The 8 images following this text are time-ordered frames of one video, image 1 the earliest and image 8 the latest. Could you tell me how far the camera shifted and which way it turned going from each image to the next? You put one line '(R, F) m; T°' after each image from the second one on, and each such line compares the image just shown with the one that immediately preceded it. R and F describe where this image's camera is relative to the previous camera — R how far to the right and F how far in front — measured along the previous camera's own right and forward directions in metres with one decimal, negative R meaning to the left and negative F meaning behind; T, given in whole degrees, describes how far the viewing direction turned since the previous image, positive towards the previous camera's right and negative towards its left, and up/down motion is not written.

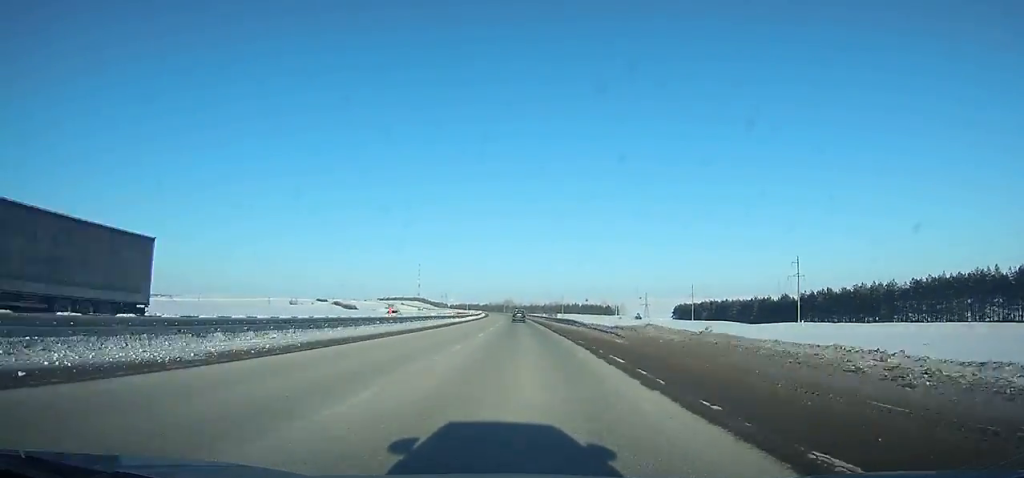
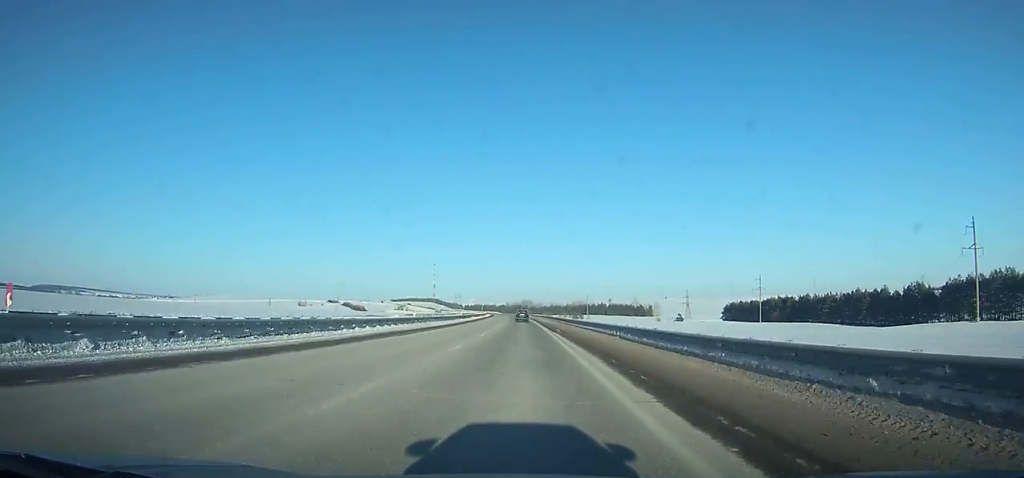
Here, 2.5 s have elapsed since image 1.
(-0.6, +66.2) m; -1°
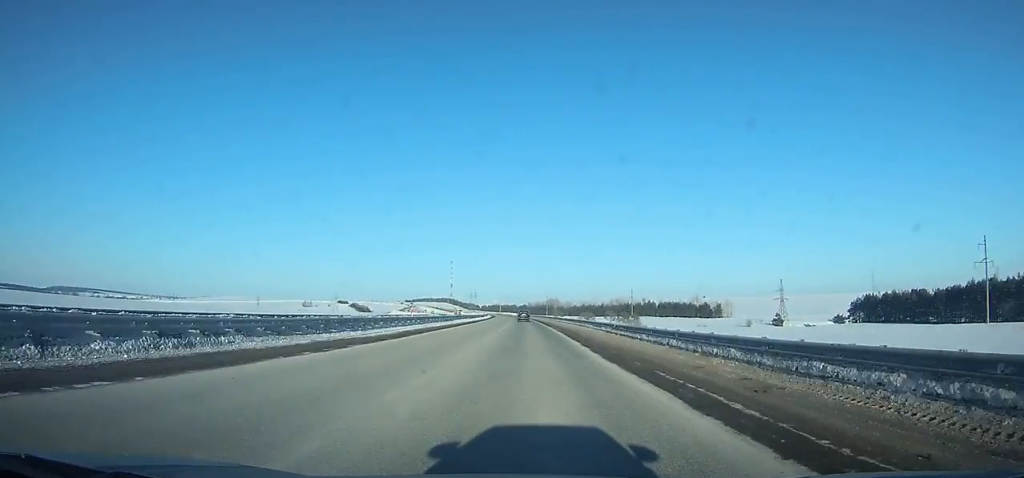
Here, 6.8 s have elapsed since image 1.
(-2.7, +111.9) m; -2°
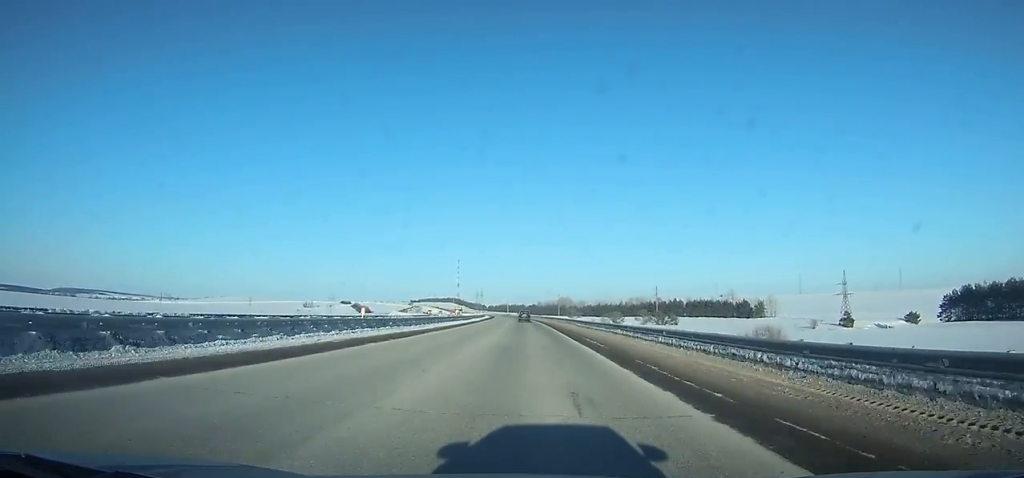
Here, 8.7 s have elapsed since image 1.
(-0.4, +51.2) m; -1°
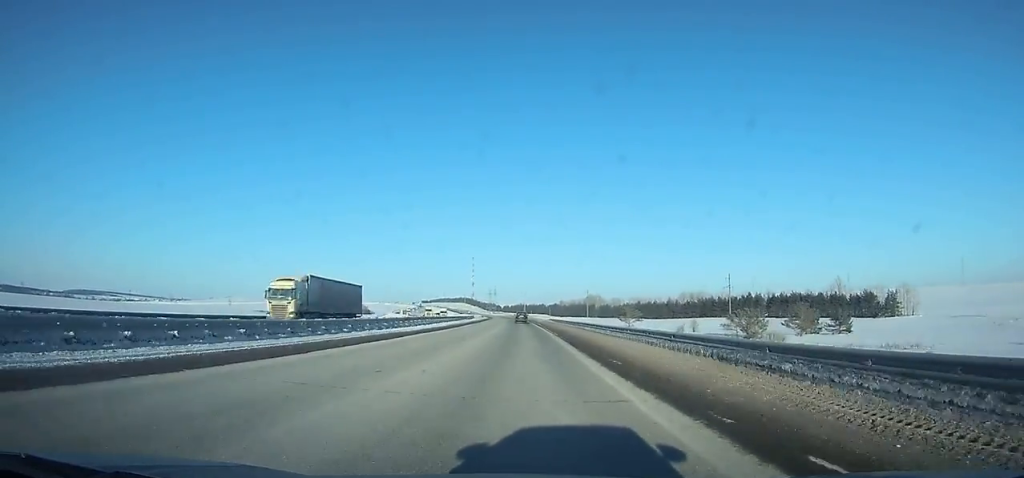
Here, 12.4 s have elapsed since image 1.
(-1.6, +103.0) m; -2°
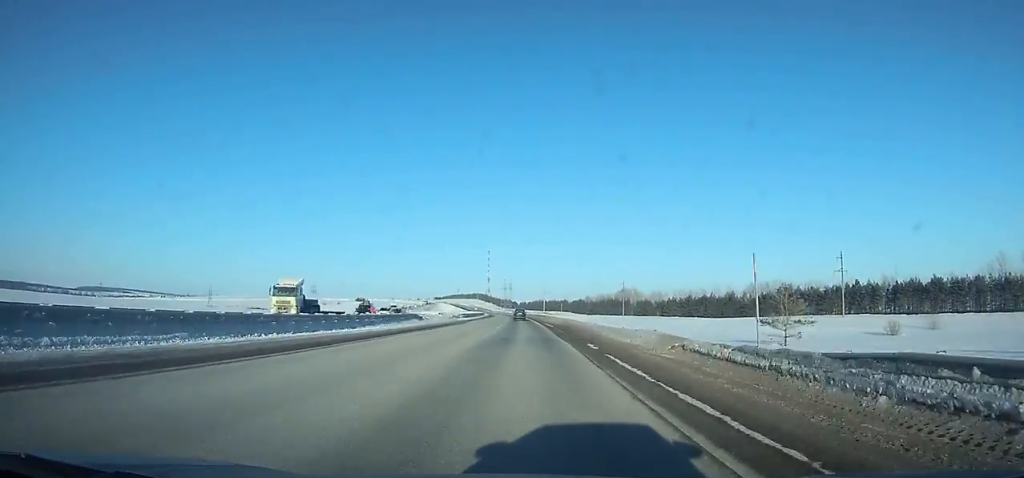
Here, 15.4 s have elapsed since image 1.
(-1.3, +84.8) m; -2°
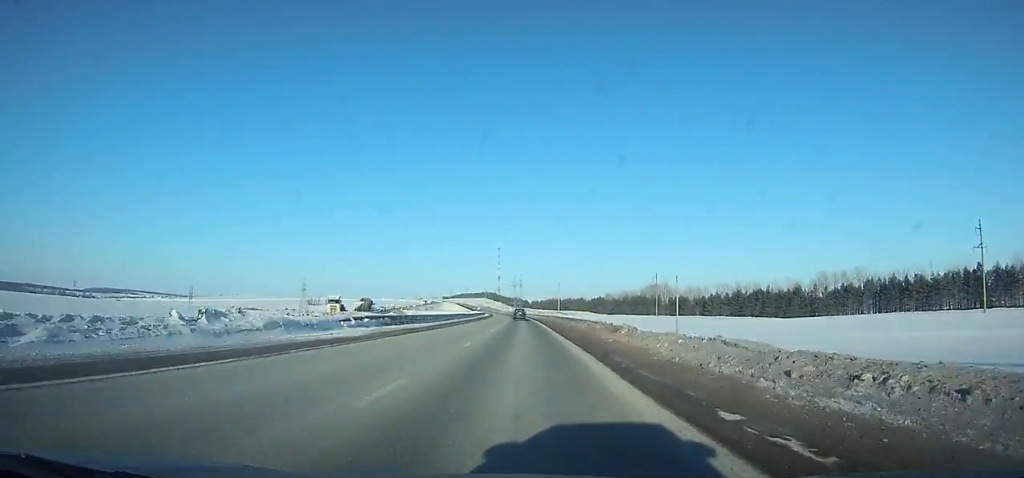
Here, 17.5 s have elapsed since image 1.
(-0.5, +59.3) m; -1°
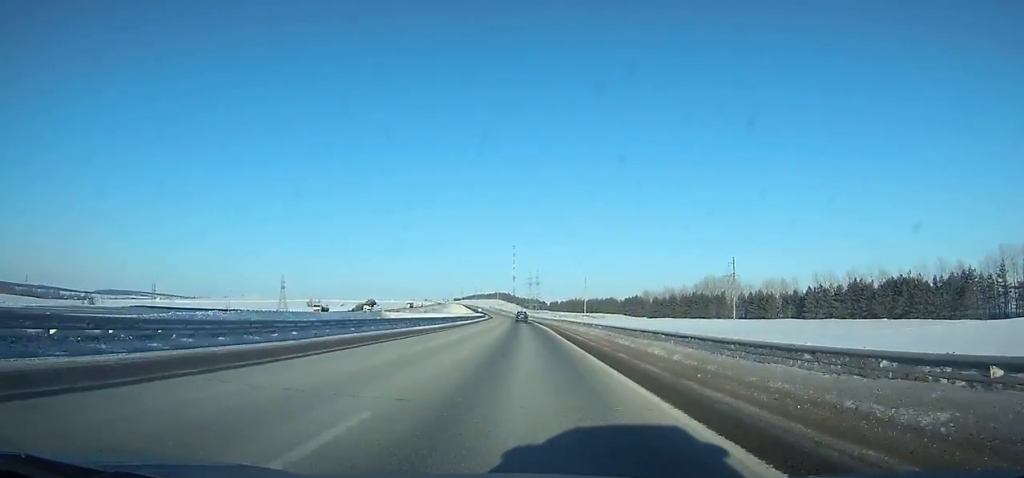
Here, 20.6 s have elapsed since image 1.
(-1.1, +86.8) m; -2°
